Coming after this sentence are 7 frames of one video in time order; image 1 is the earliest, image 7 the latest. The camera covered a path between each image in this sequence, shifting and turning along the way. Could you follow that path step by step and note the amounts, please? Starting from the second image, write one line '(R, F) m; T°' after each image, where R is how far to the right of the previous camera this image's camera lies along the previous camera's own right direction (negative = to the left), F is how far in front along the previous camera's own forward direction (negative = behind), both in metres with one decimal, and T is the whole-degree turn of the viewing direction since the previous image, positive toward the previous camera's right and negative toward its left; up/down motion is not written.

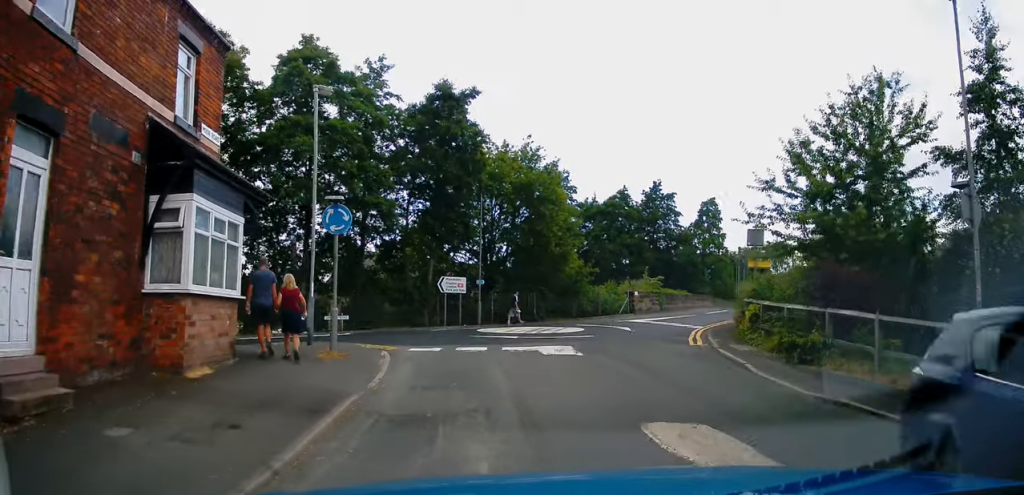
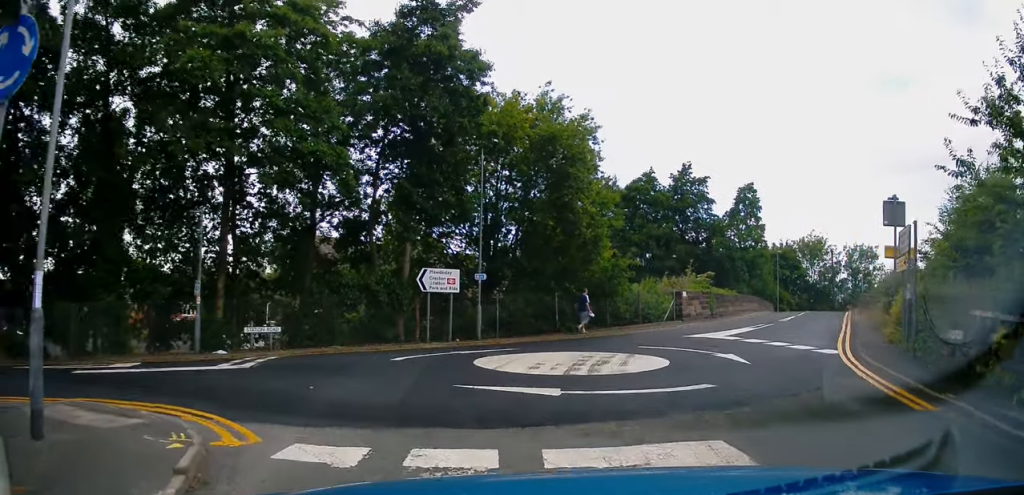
(+0.2, +9.1) m; -6°
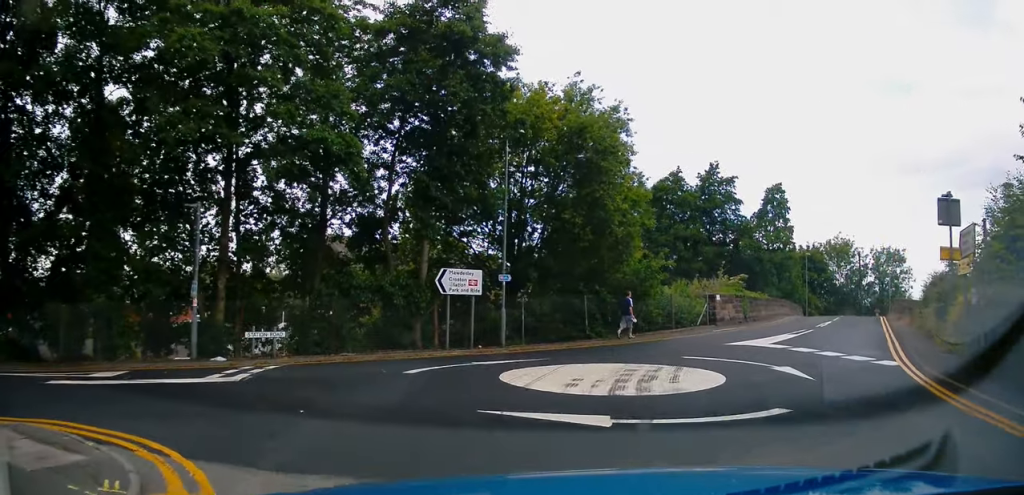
(0.0, +1.7) m; -4°
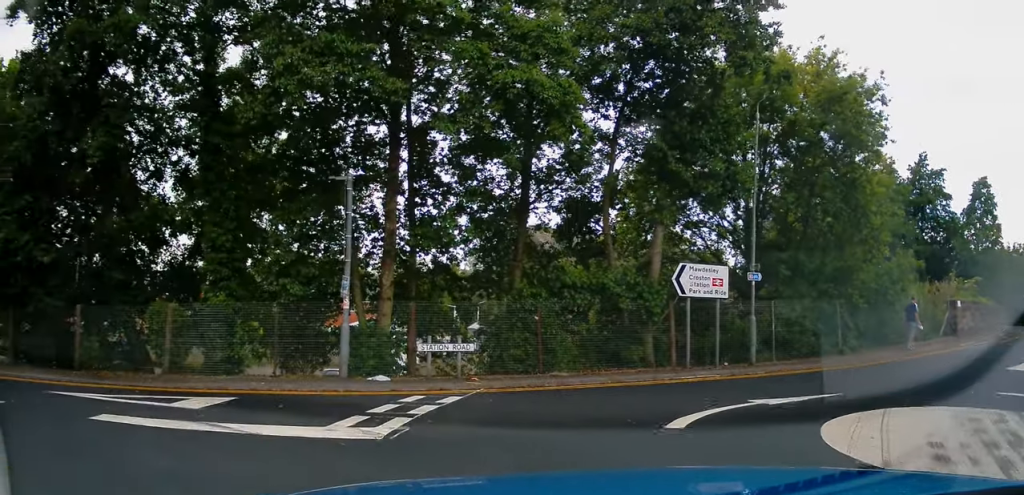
(-0.4, +4.2) m; -18°
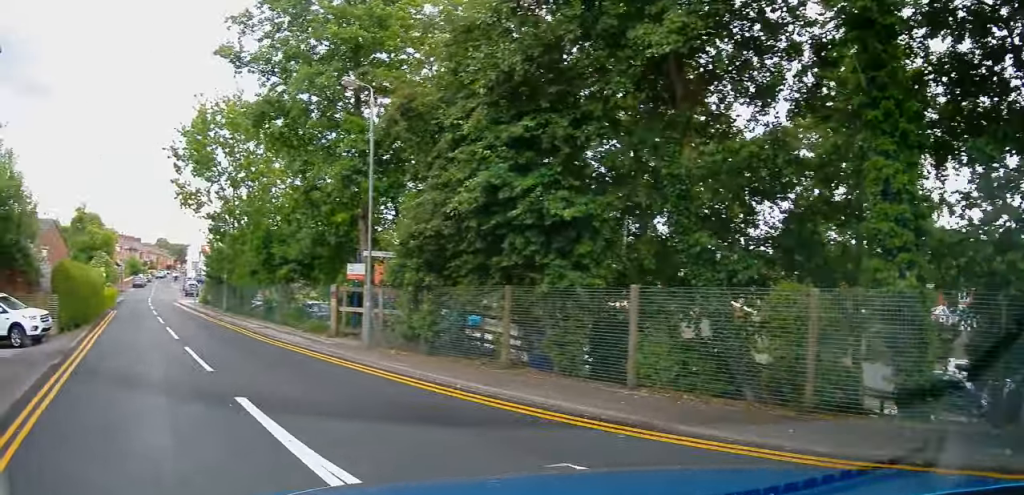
(-2.7, +4.6) m; -56°
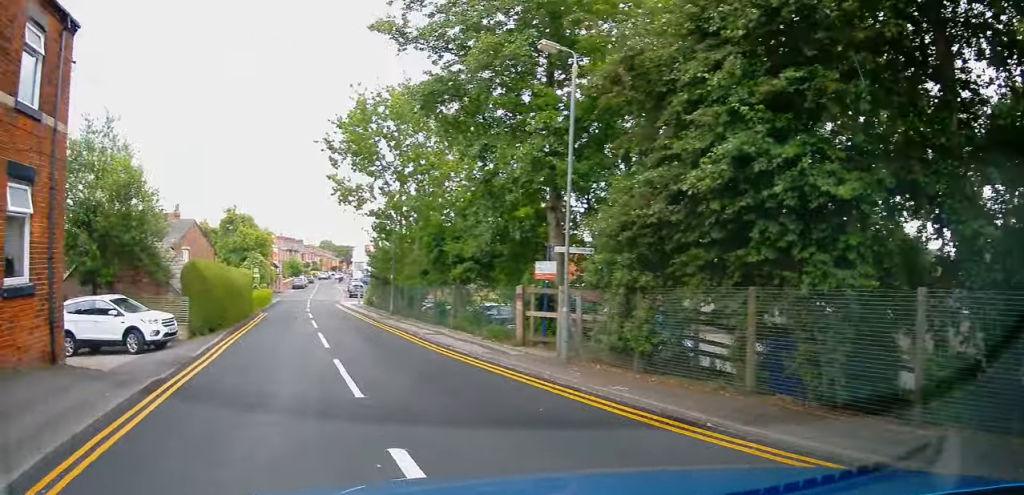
(0.0, +2.3) m; -14°
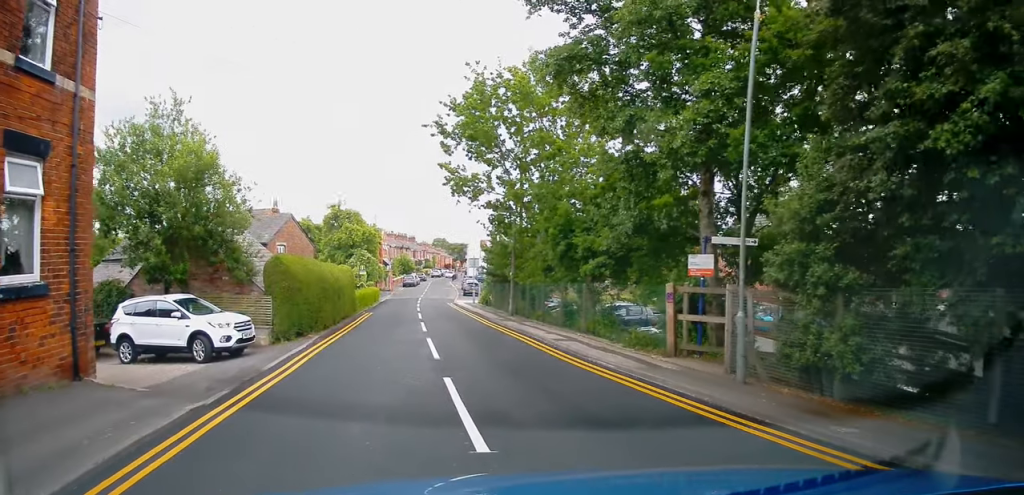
(-0.6, +2.6) m; -5°
